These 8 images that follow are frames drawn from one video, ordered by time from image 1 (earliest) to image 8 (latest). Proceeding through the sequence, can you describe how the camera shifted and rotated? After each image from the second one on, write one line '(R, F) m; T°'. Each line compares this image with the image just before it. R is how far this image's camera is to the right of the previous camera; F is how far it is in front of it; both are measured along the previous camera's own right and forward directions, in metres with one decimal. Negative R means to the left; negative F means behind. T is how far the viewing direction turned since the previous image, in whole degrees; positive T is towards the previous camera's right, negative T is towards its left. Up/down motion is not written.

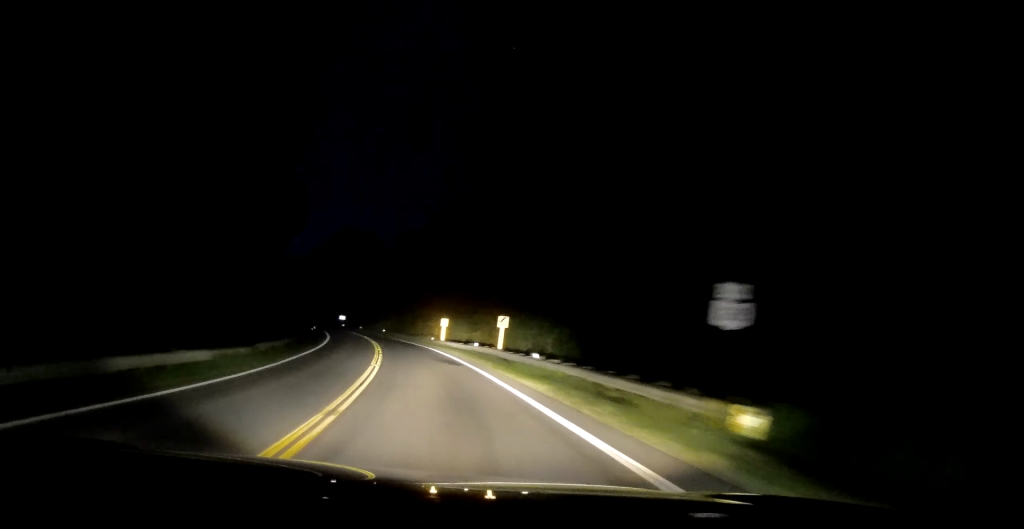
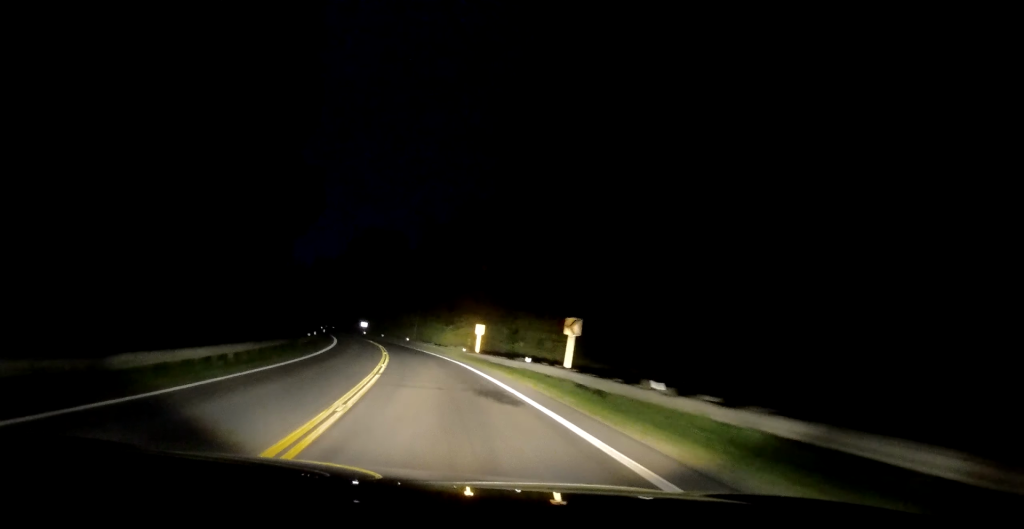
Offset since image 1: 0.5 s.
(-0.6, +11.4) m; -3°
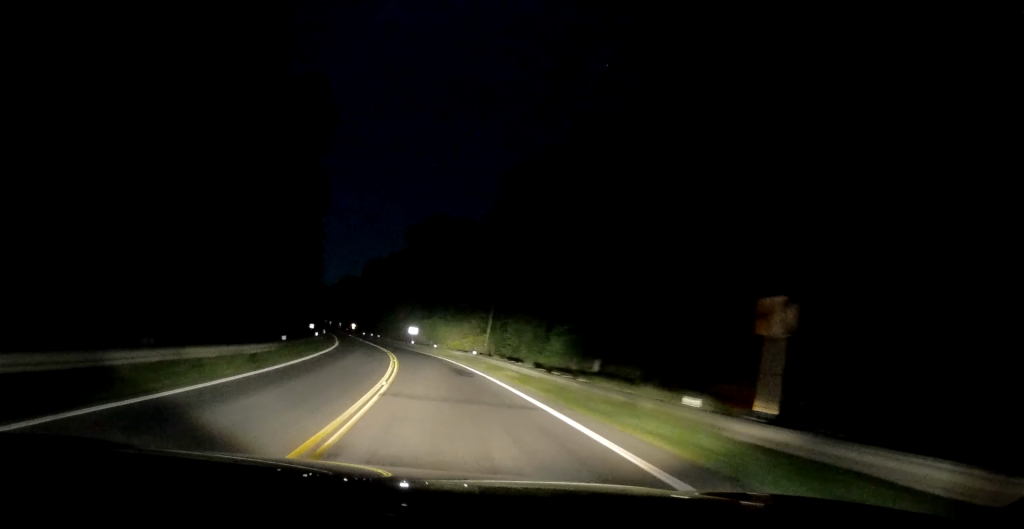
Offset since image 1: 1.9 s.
(-1.6, +32.2) m; -7°
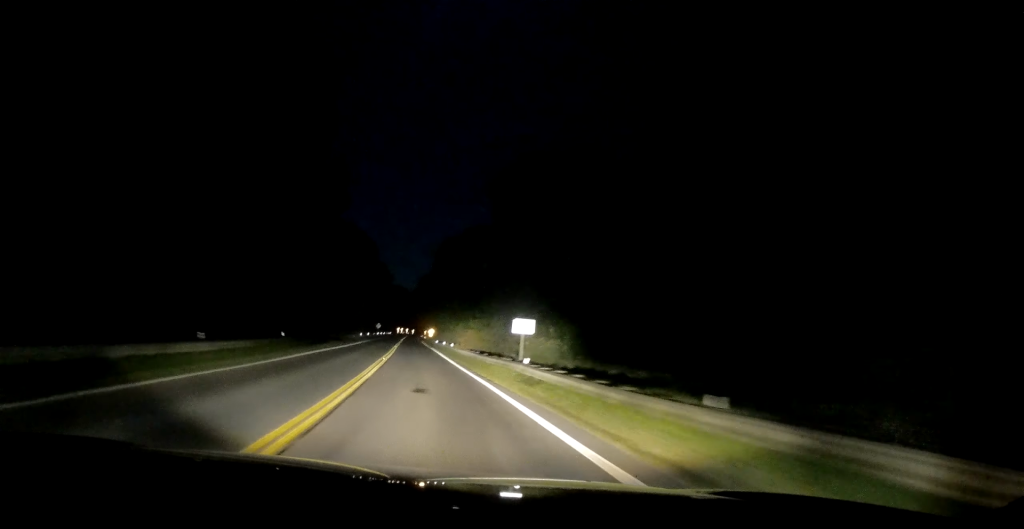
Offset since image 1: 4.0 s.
(-5.5, +48.4) m; -12°
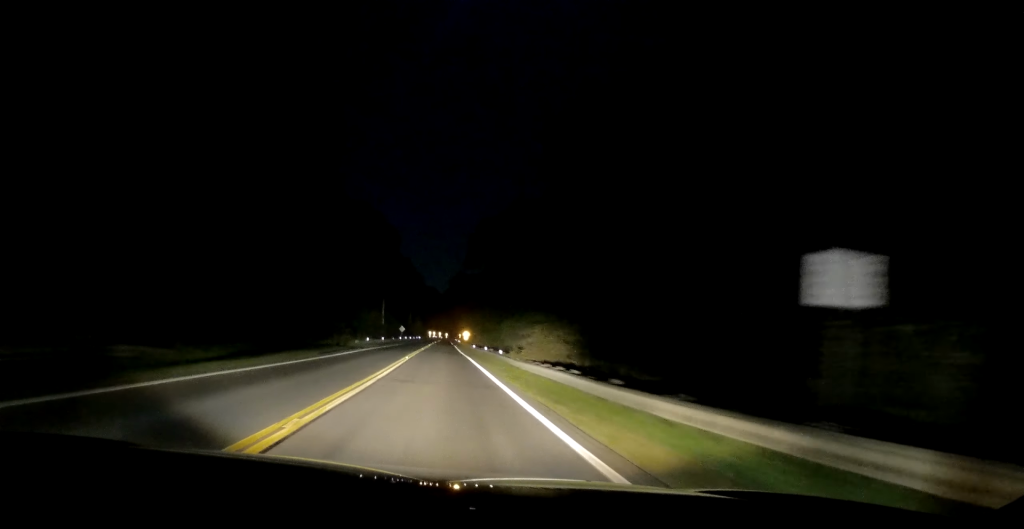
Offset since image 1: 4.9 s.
(-1.2, +21.7) m; -5°
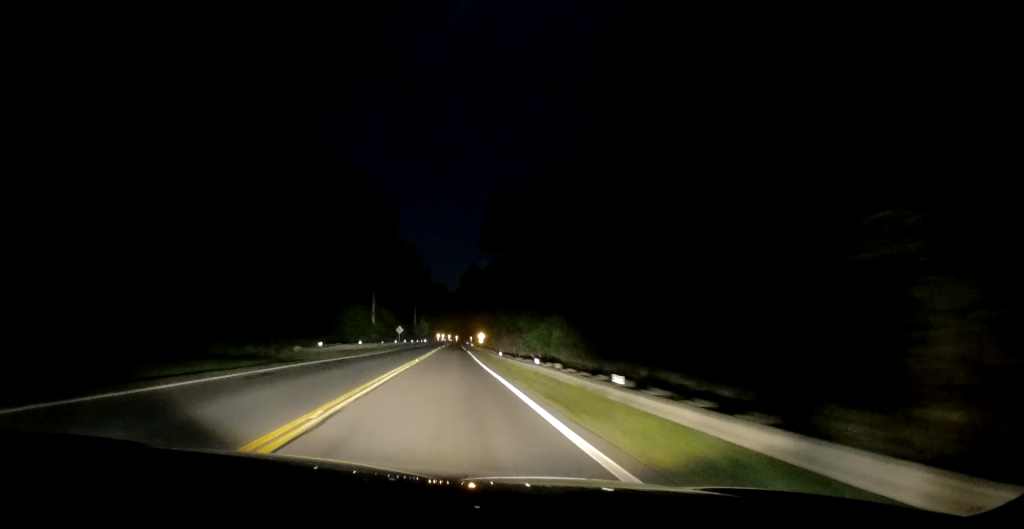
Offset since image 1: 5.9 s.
(-0.7, +23.1) m; -3°
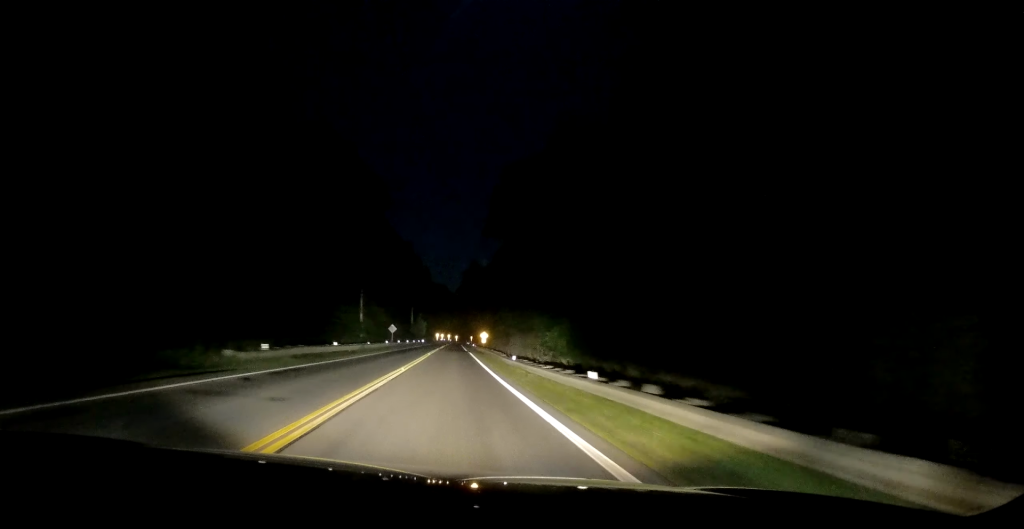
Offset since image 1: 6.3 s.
(-0.1, +9.3) m; -1°
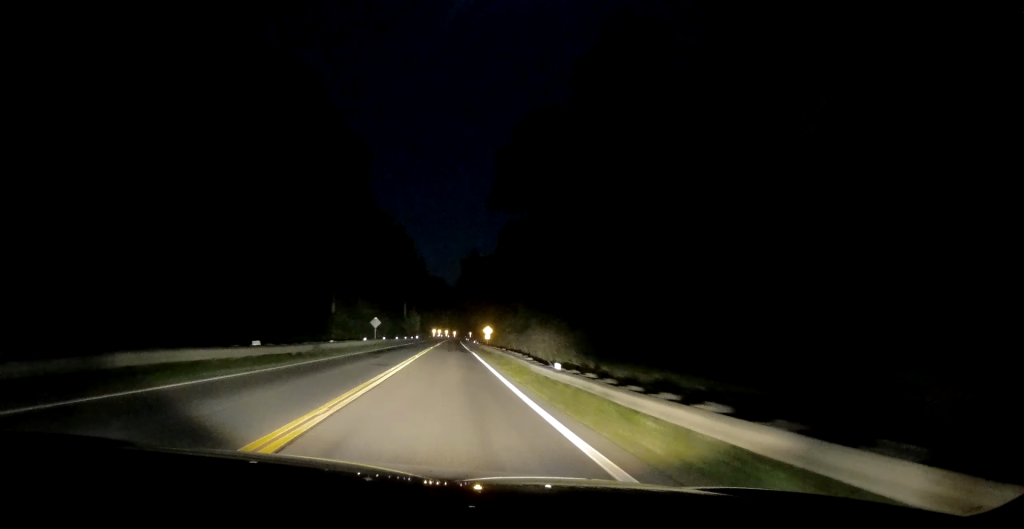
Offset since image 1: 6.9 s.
(-0.1, +13.9) m; -1°
